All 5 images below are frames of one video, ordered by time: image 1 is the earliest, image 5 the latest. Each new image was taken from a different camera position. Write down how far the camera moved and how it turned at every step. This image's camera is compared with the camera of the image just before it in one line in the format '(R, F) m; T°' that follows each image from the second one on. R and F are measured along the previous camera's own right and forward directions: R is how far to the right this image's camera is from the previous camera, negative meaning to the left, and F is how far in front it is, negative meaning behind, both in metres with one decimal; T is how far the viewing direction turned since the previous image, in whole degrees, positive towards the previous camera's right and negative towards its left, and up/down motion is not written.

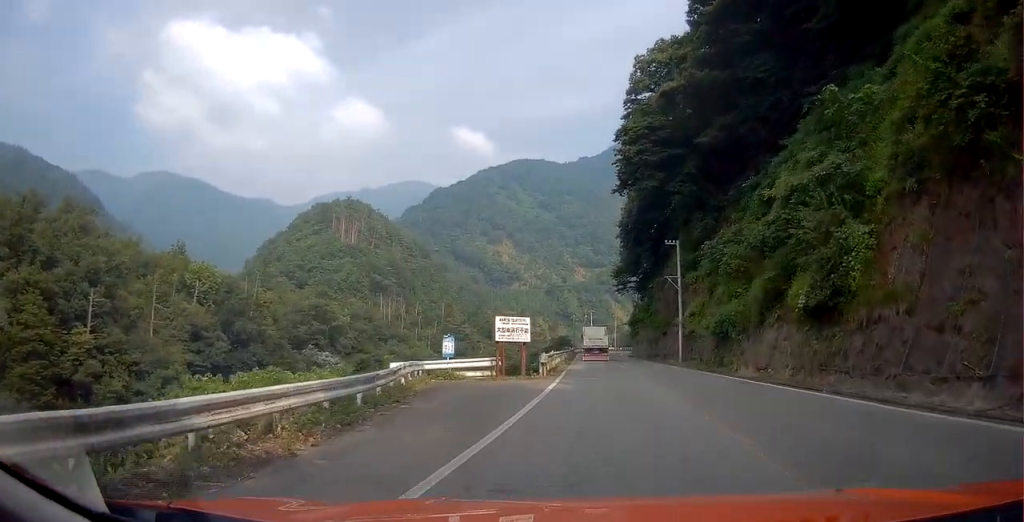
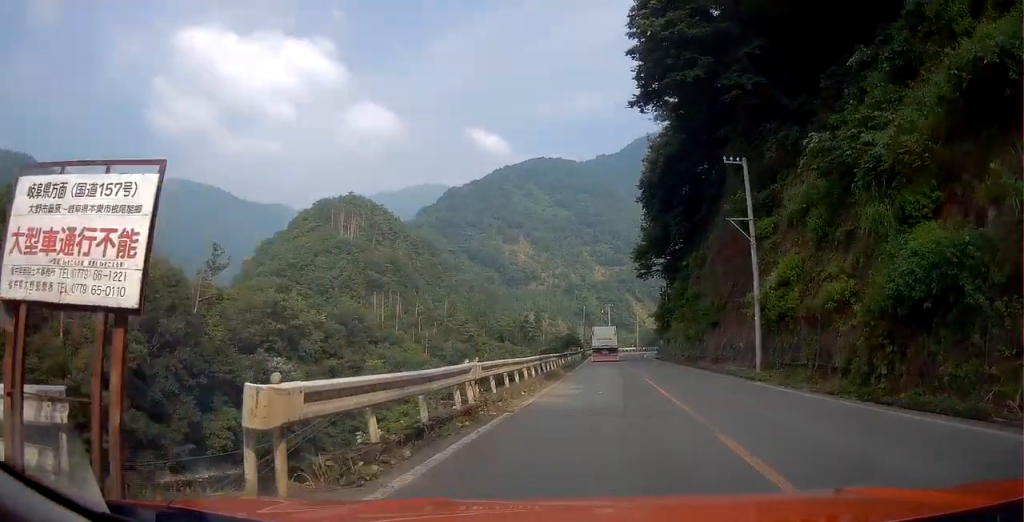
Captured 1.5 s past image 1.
(-0.5, +21.4) m; -2°
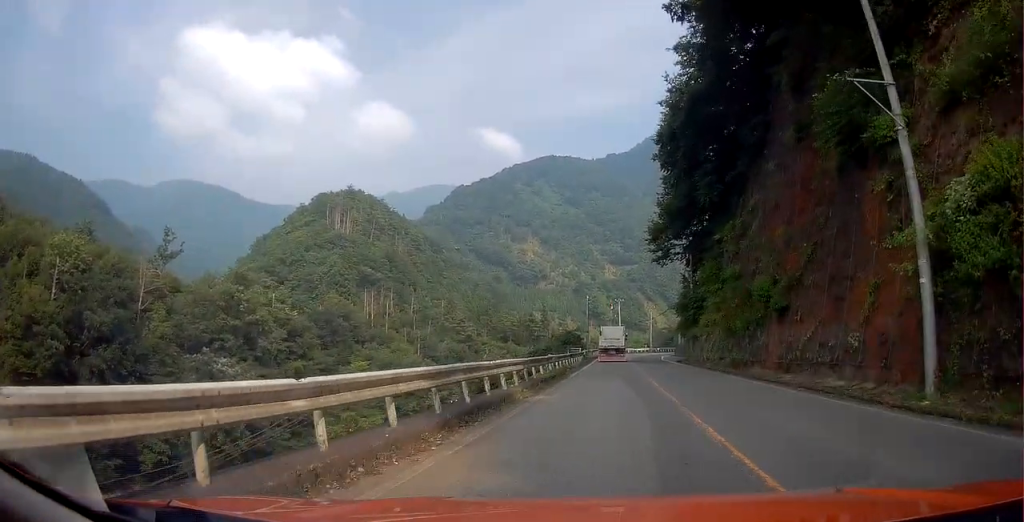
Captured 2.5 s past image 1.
(-0.1, +14.8) m; -1°
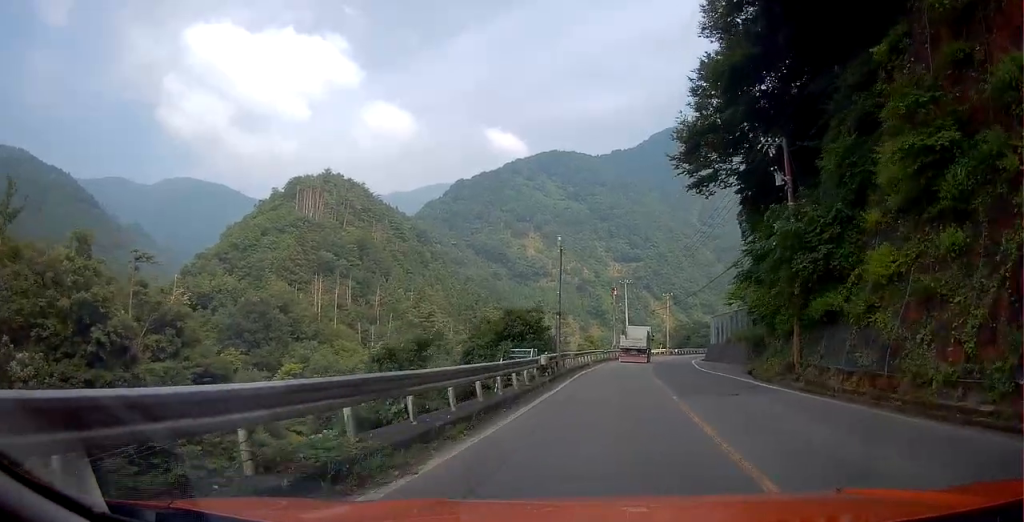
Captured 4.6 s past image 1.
(+0.2, +31.2) m; +2°
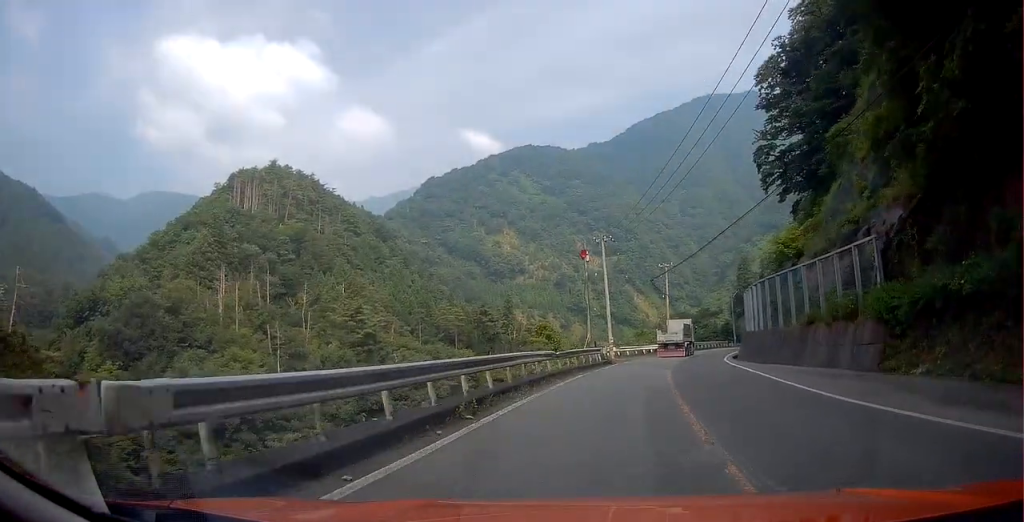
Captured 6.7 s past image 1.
(+0.5, +29.4) m; +1°
